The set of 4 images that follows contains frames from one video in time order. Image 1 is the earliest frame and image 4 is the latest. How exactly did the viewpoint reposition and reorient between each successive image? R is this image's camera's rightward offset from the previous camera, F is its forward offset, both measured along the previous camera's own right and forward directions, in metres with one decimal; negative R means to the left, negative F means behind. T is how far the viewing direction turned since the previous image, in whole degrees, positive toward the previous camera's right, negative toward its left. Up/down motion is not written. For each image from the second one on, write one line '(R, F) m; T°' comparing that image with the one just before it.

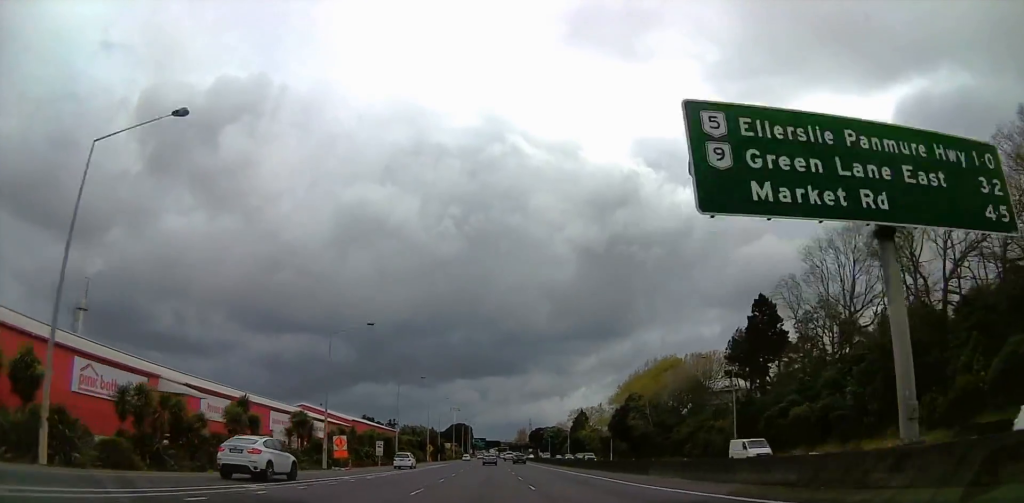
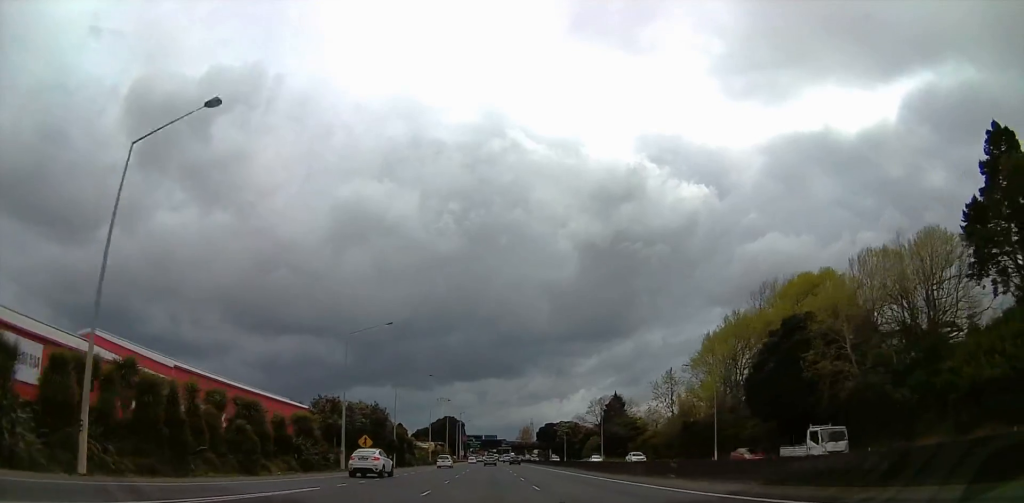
(-0.6, +68.8) m; +2°
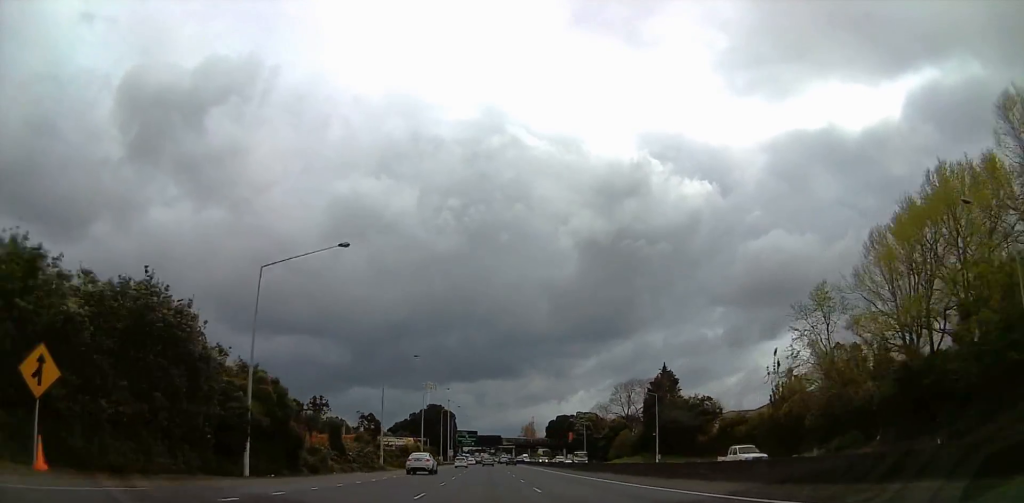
(-1.9, +51.6) m; -2°
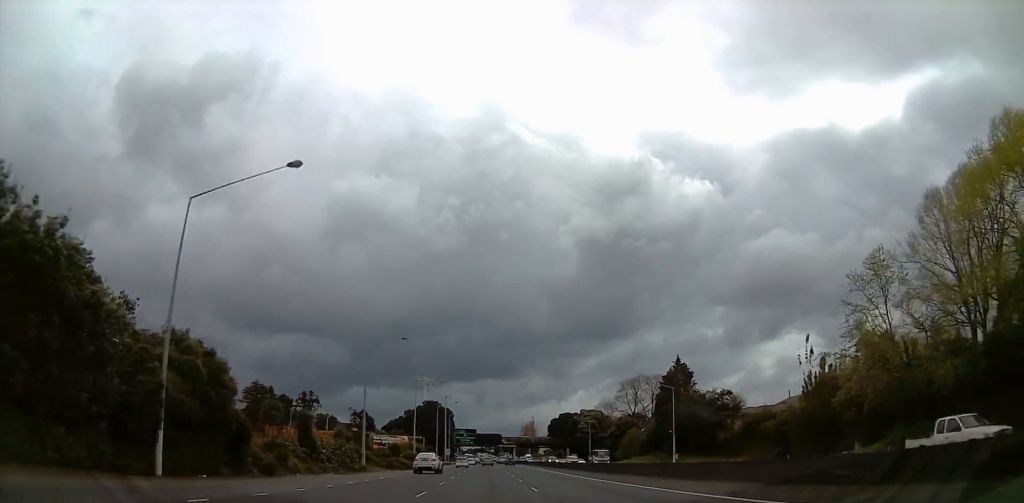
(+0.3, +9.8) m; +1°
